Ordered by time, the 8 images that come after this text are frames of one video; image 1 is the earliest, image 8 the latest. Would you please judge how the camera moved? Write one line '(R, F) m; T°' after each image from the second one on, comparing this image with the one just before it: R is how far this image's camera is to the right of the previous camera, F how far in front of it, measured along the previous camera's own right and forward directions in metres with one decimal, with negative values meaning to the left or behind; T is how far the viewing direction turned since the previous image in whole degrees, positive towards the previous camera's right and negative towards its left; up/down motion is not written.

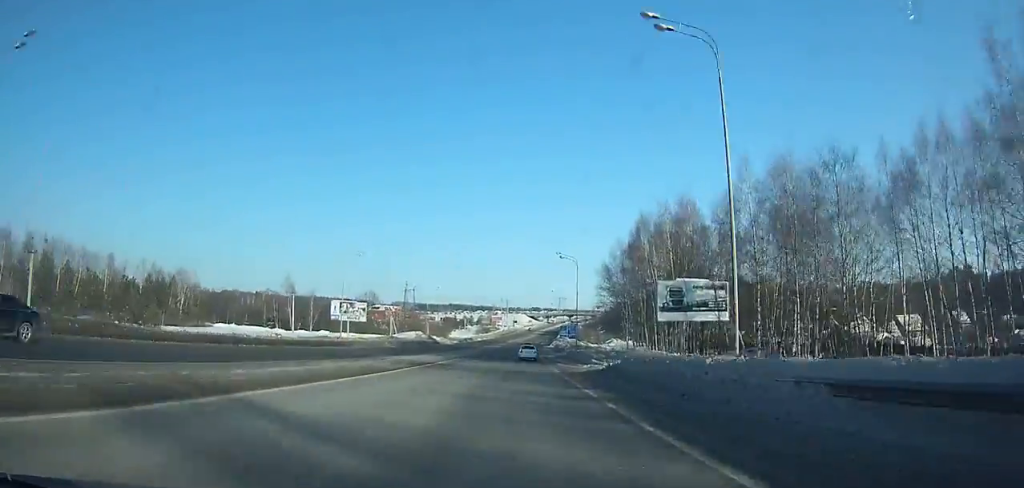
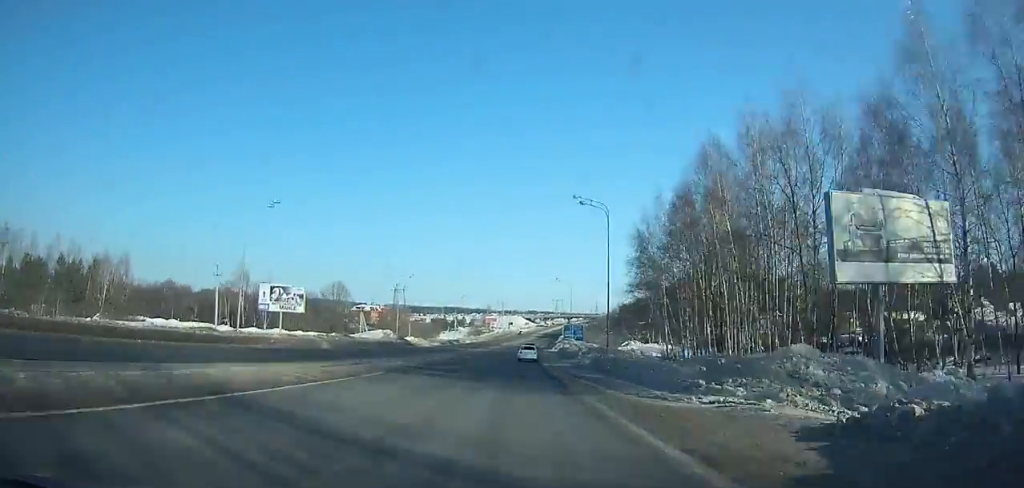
(+0.1, +27.2) m; 0°
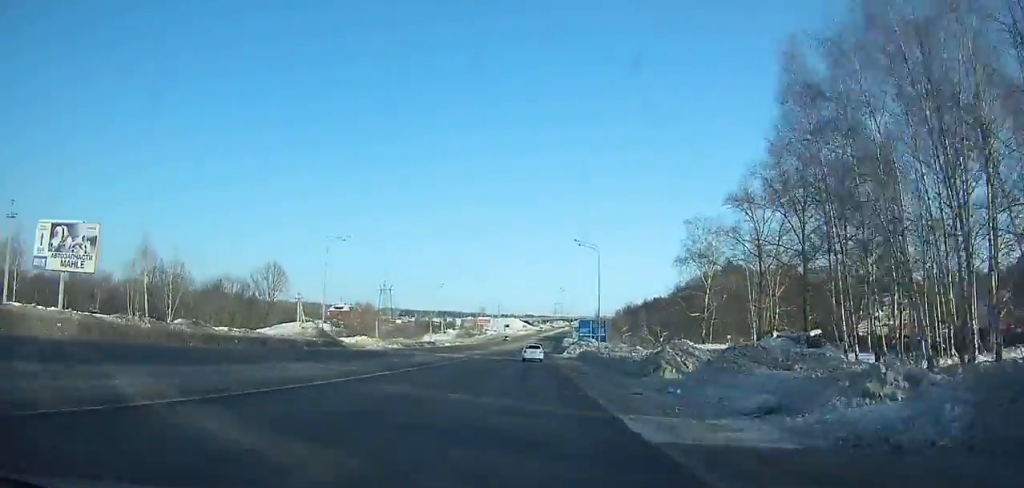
(0.0, +36.5) m; +1°
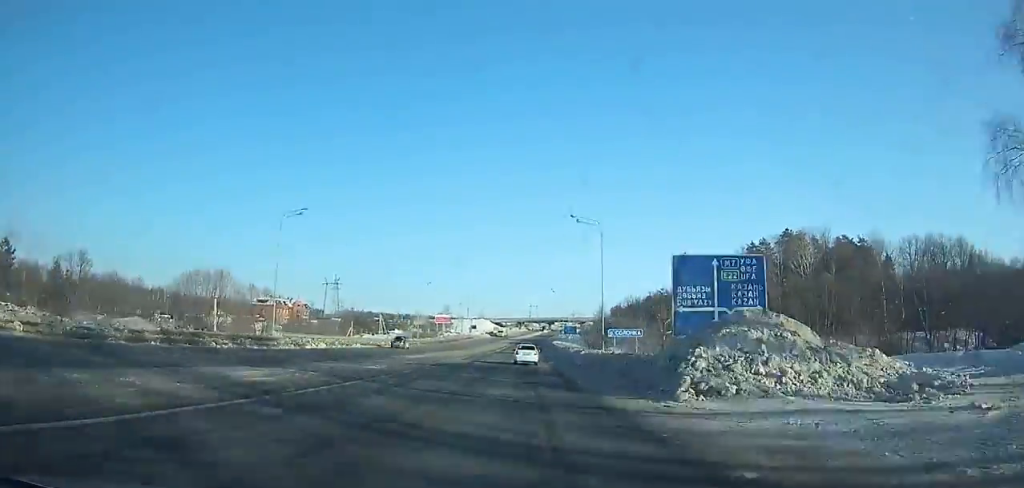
(+1.0, +65.6) m; +2°
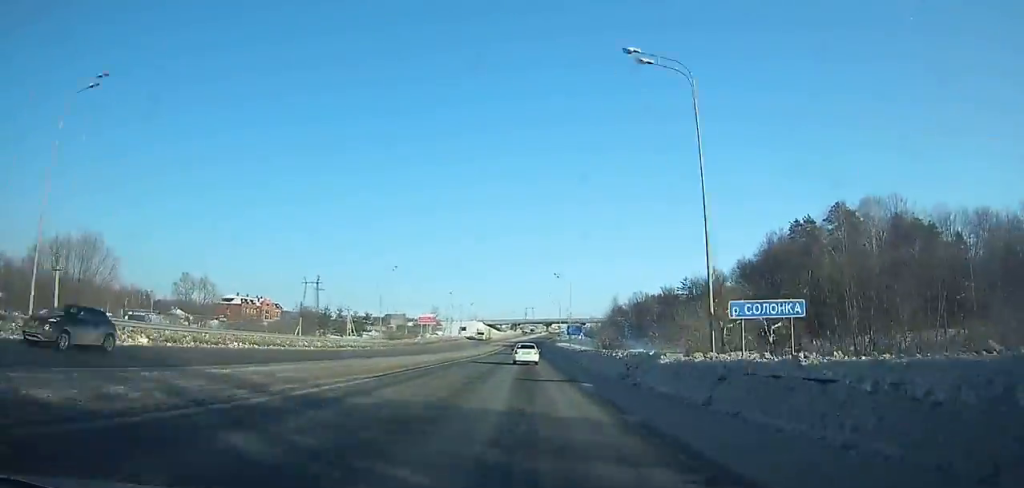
(+0.3, +27.4) m; +1°
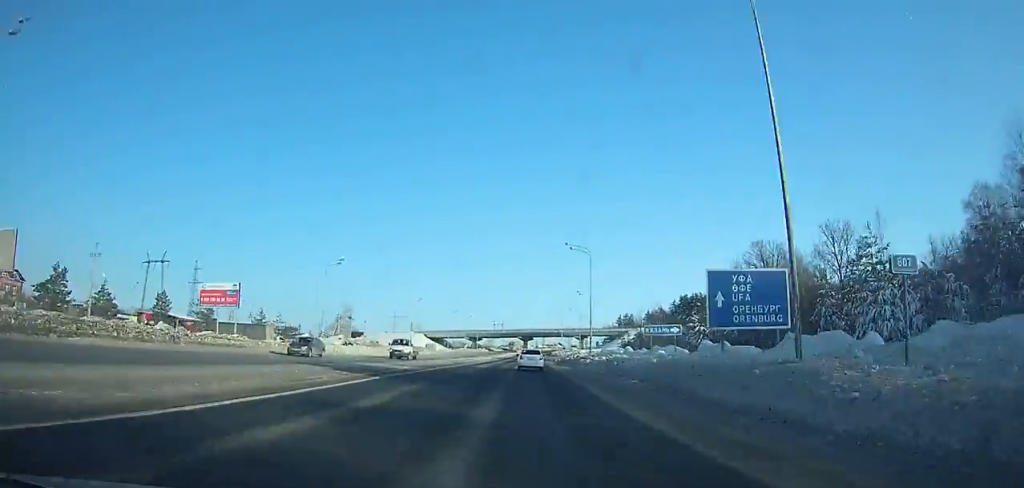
(+4.2, +128.4) m; +4°
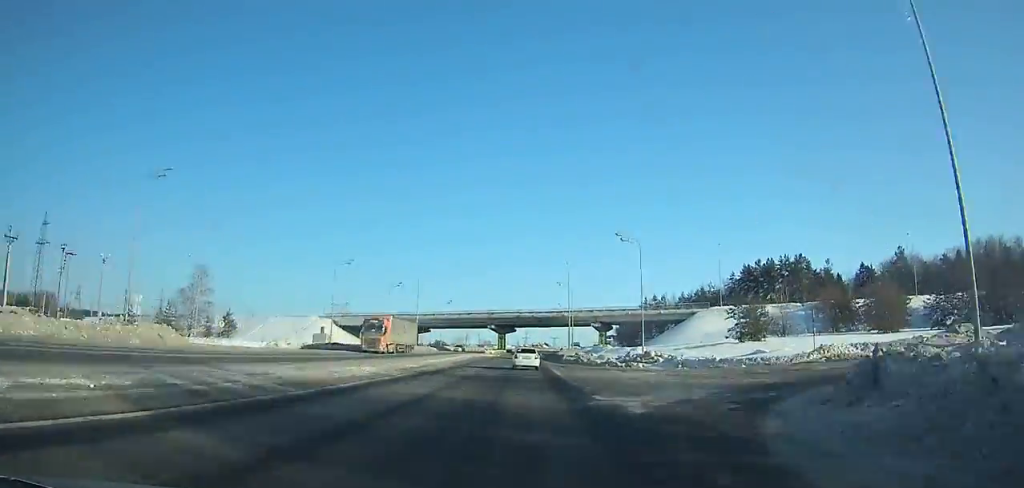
(+1.0, +92.0) m; +1°
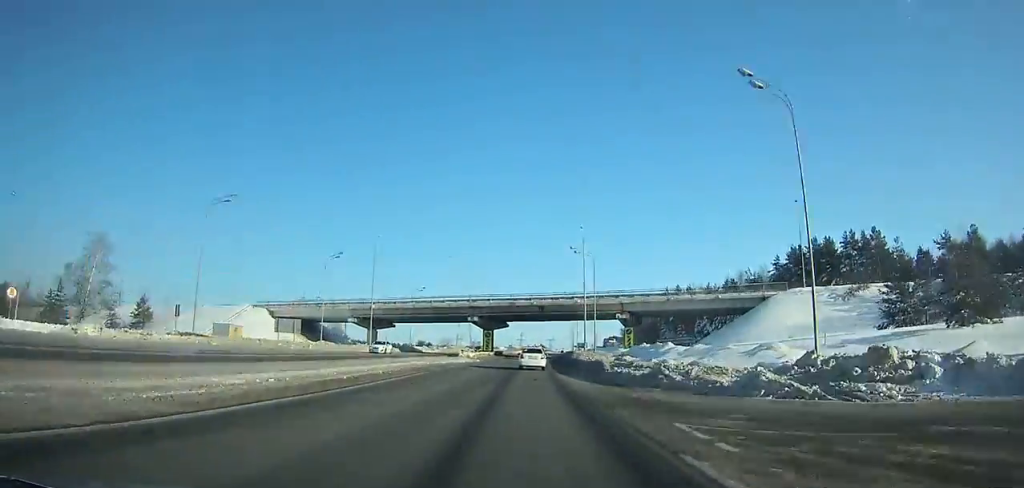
(+0.2, +33.4) m; +1°
